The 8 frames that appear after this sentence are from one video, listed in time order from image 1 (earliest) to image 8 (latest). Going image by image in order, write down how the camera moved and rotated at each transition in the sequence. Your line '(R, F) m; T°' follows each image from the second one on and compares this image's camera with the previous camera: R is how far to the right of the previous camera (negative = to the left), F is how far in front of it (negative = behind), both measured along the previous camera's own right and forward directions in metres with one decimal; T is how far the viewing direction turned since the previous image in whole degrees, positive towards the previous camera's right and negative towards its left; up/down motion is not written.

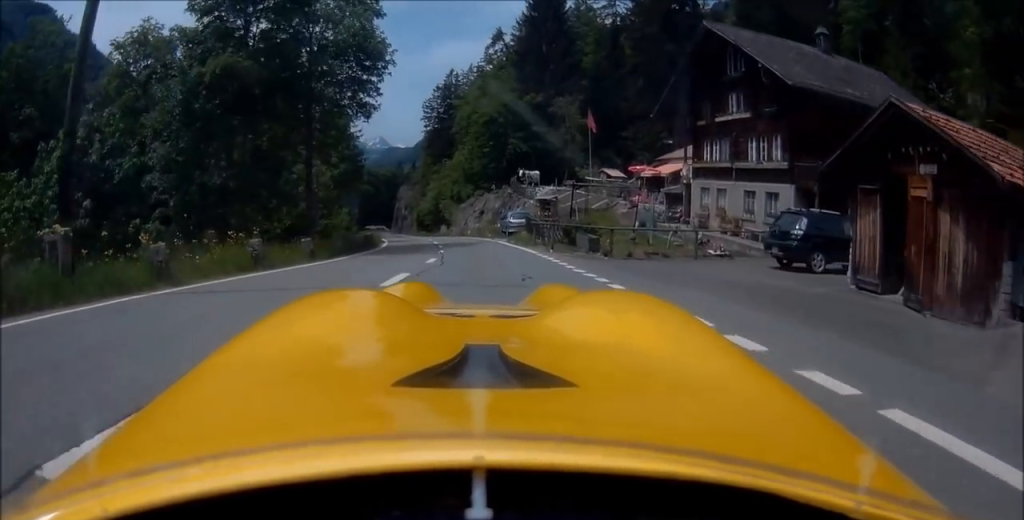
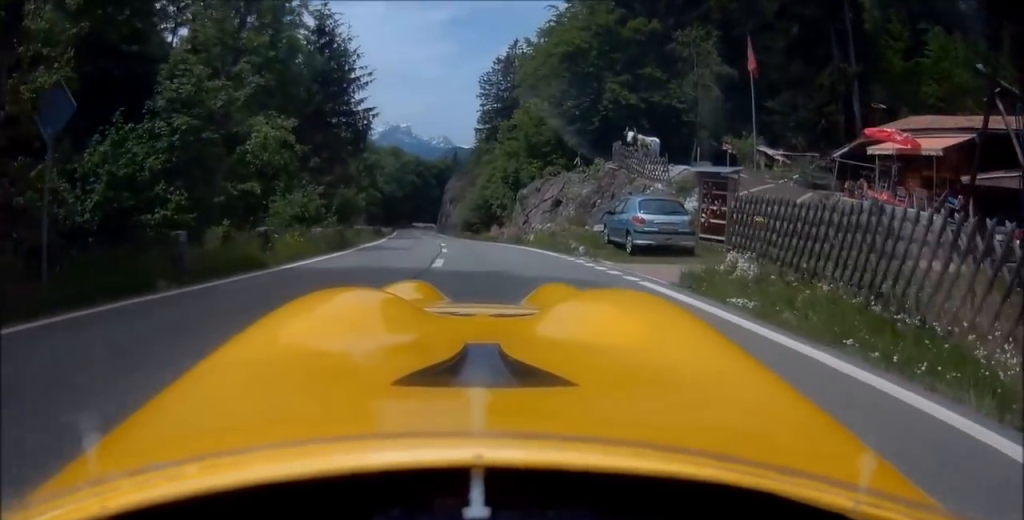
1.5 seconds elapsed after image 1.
(+2.5, +28.0) m; +5°
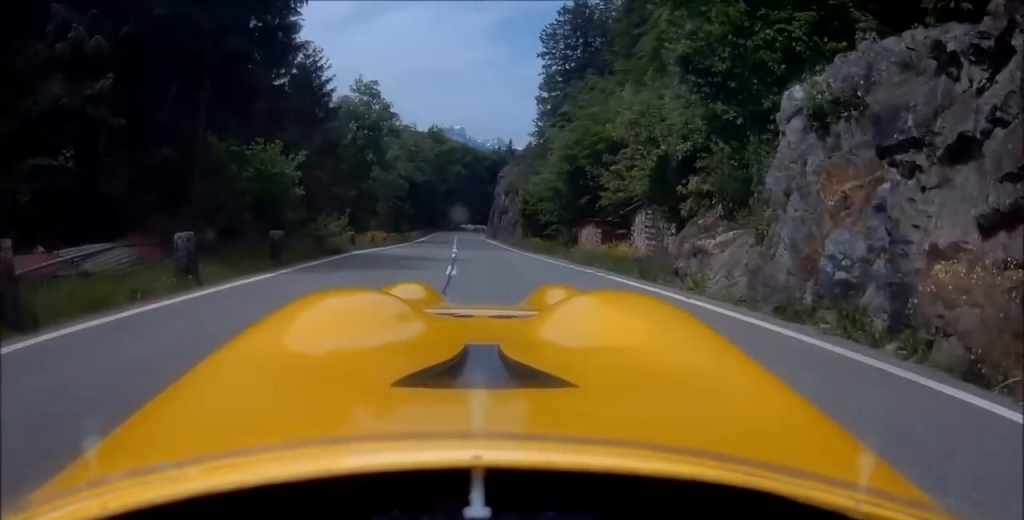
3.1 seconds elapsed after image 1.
(+0.6, +30.0) m; +3°
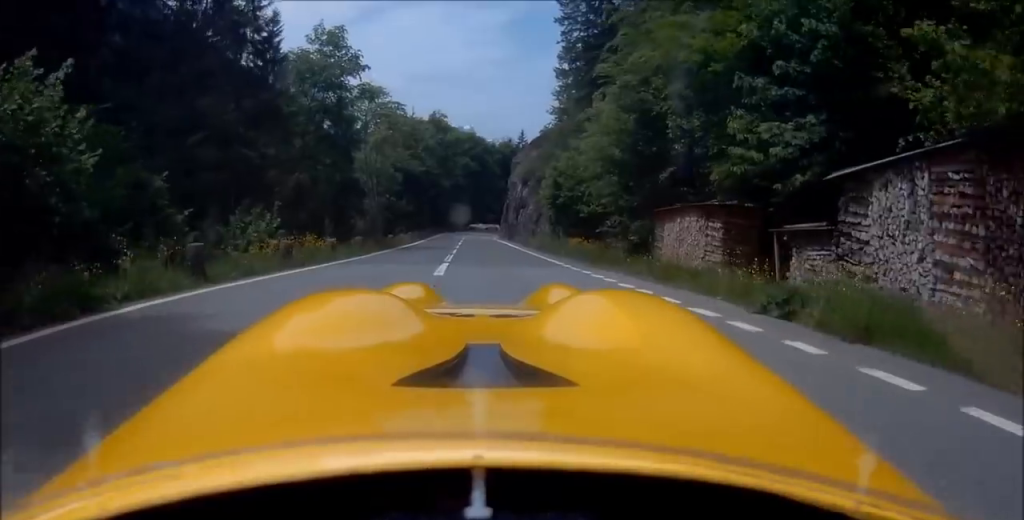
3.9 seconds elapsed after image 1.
(+0.4, +13.8) m; 0°
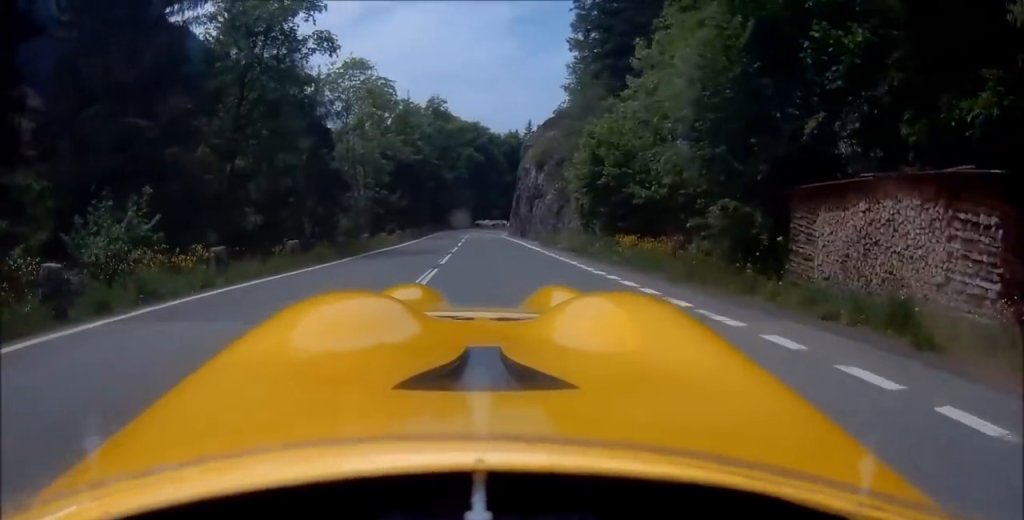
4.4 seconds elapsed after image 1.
(-0.2, +9.2) m; -2°
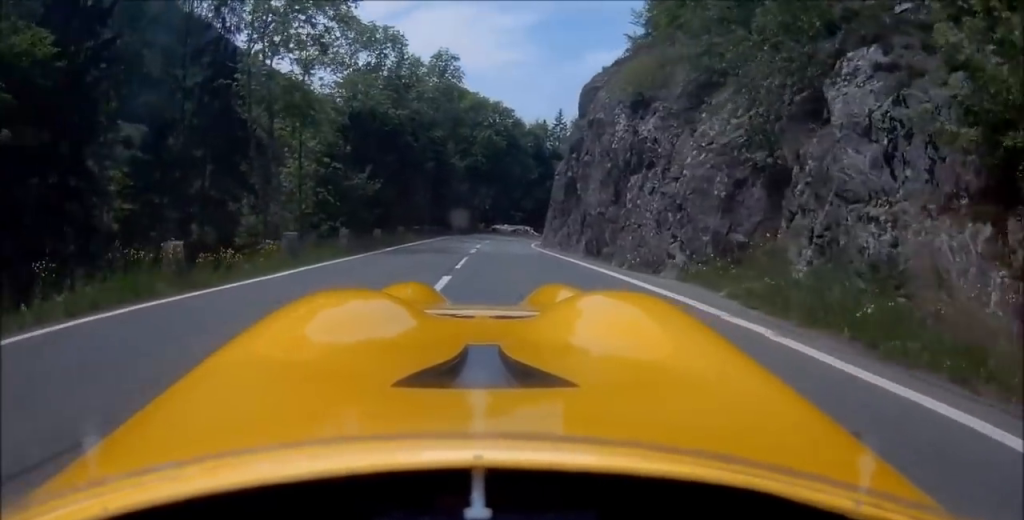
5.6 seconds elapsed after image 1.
(-1.2, +22.6) m; 0°
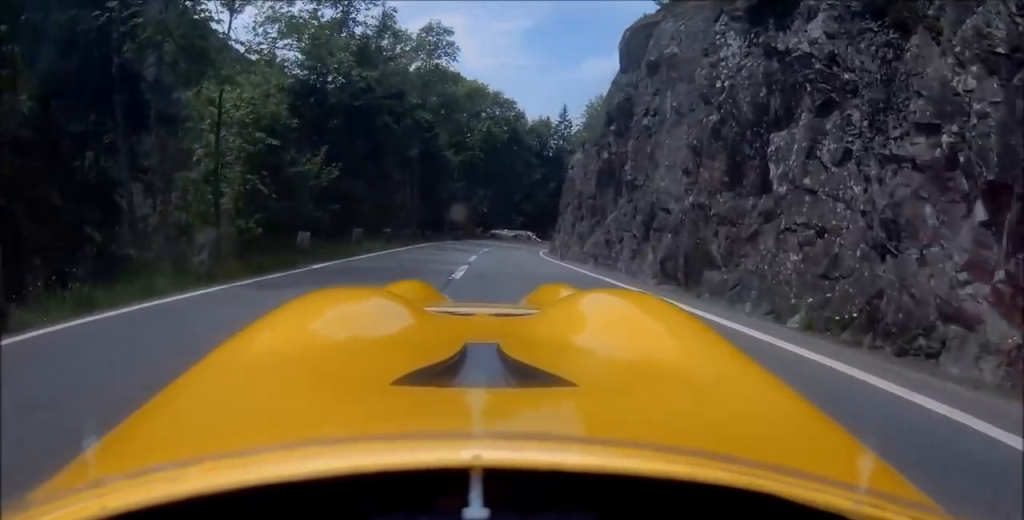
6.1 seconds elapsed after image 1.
(+0.3, +9.4) m; +2°
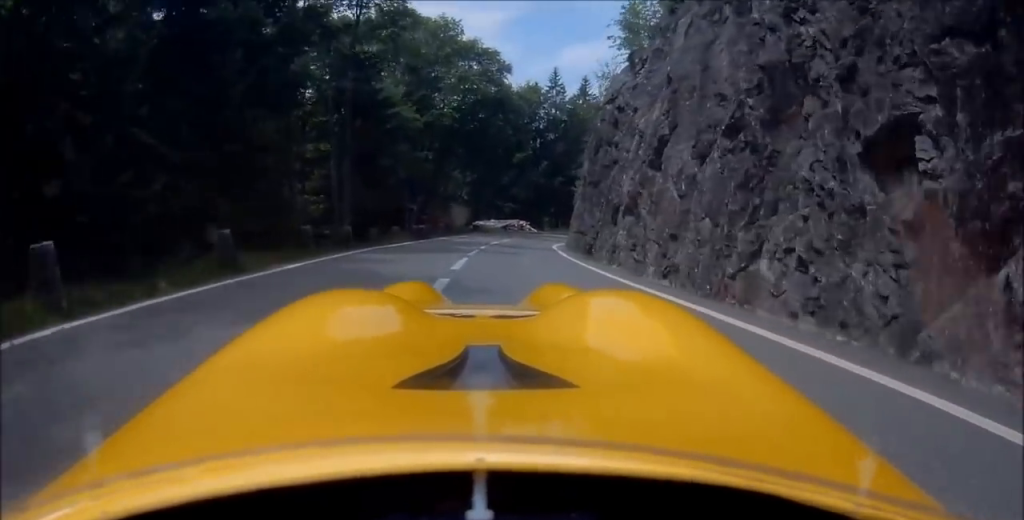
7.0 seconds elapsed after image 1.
(+1.2, +19.1) m; +4°
